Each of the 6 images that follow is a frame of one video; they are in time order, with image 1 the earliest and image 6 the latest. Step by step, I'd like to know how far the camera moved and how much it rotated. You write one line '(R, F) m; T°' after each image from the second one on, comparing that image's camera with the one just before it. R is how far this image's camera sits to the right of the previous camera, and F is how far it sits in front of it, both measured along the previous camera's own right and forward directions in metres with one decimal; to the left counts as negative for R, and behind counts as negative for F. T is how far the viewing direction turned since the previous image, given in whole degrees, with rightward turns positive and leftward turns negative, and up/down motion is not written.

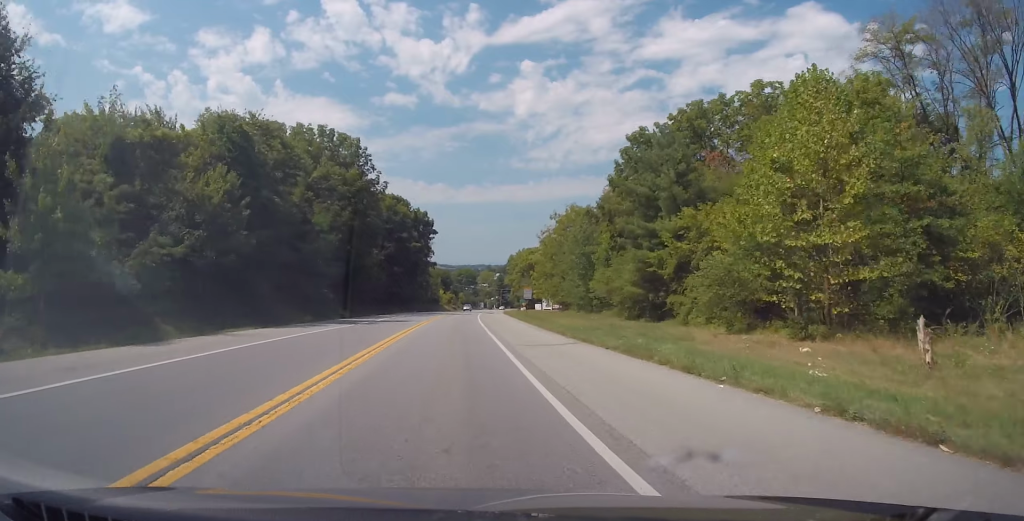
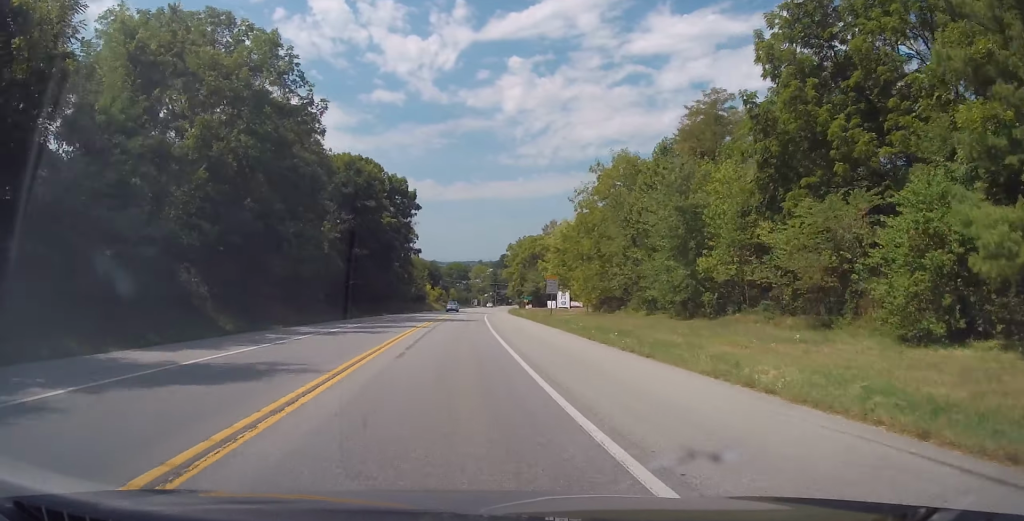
(0.0, +31.9) m; 0°
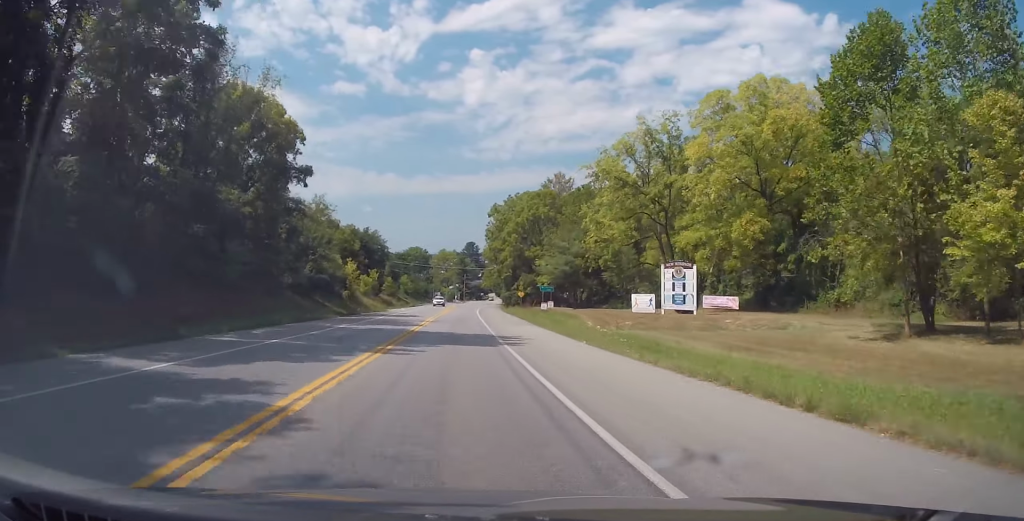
(+1.6, +71.2) m; +4°
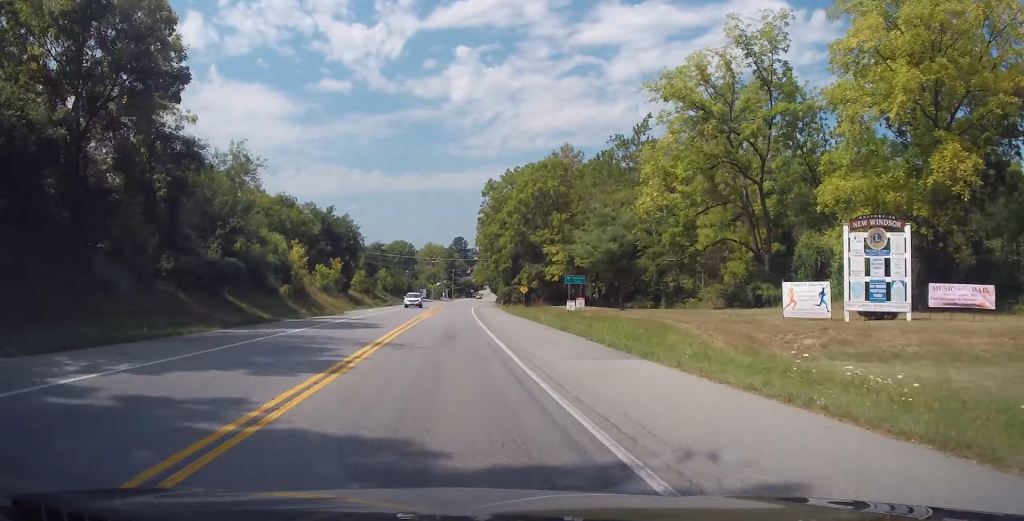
(+0.4, +22.0) m; 0°
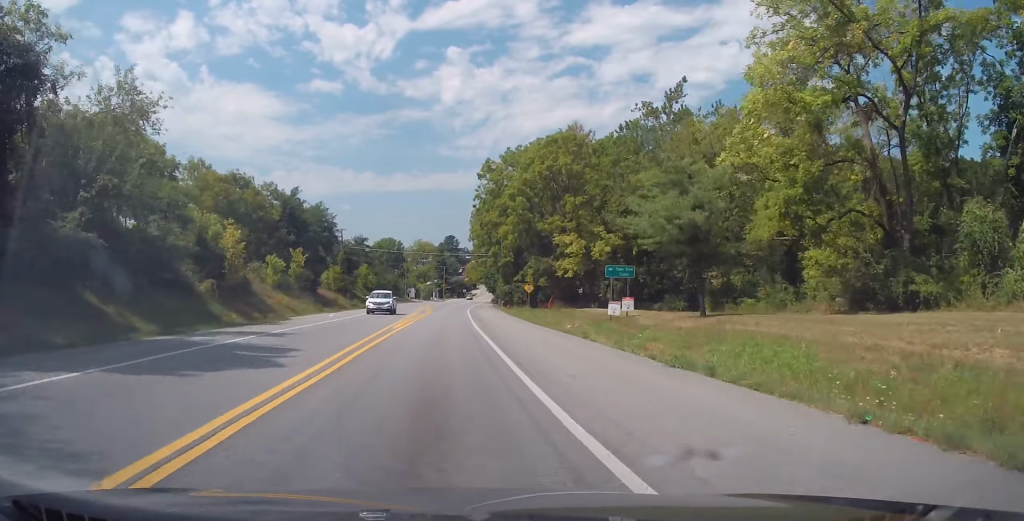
(-0.3, +15.1) m; 0°
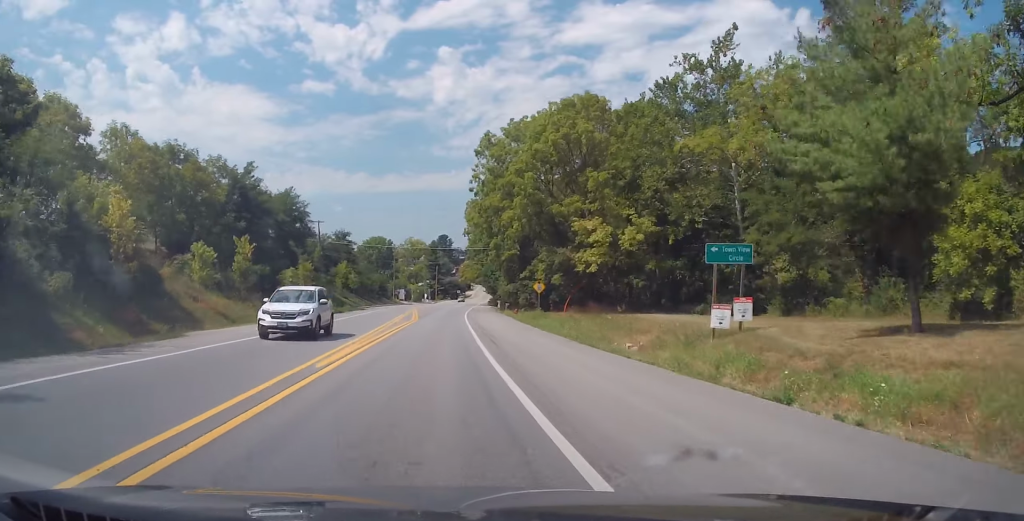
(0.0, +14.2) m; +1°
